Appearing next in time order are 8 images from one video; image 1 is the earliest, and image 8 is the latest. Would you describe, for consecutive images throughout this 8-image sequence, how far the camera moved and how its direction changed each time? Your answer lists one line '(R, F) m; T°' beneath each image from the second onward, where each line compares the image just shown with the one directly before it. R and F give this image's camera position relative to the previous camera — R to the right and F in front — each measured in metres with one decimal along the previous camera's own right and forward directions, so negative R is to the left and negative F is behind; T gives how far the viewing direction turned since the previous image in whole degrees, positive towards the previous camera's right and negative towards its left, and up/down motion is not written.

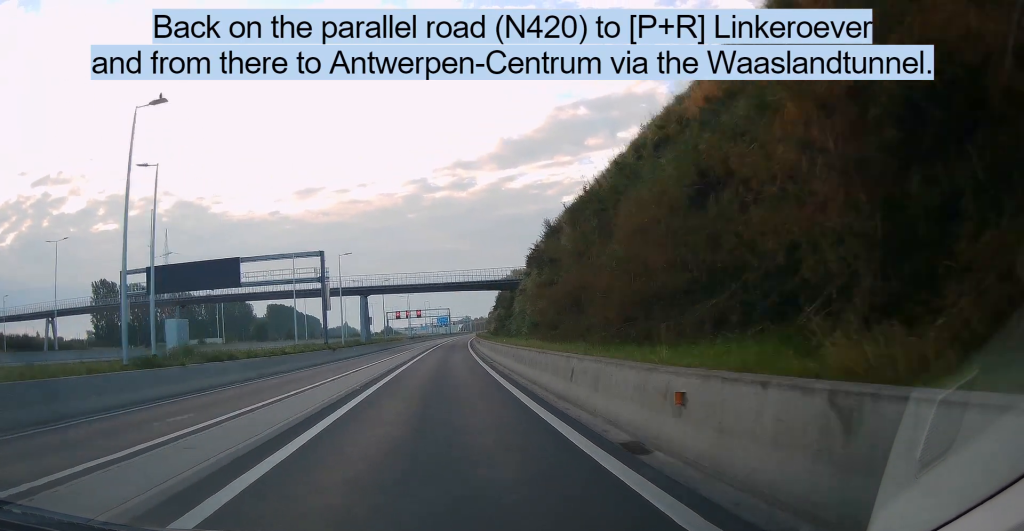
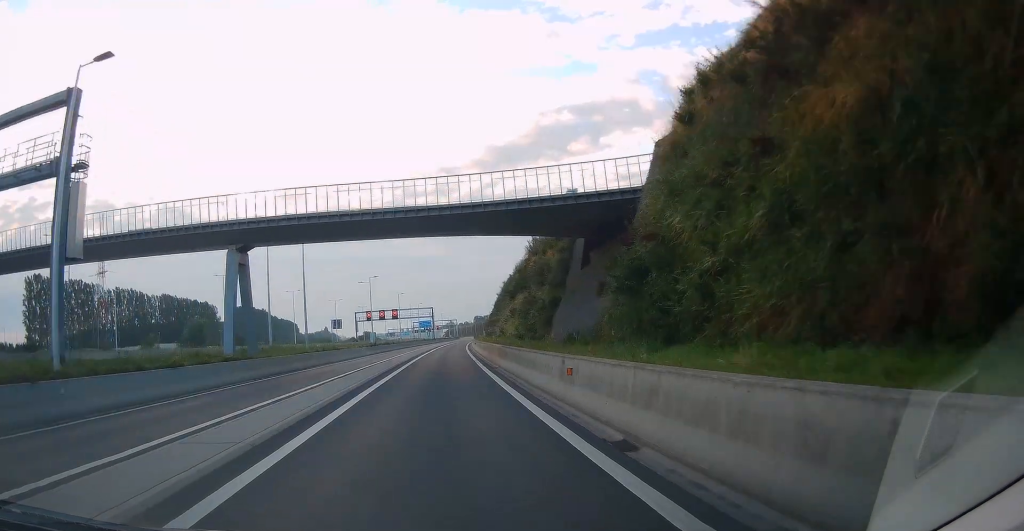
(+0.5, +43.8) m; +1°
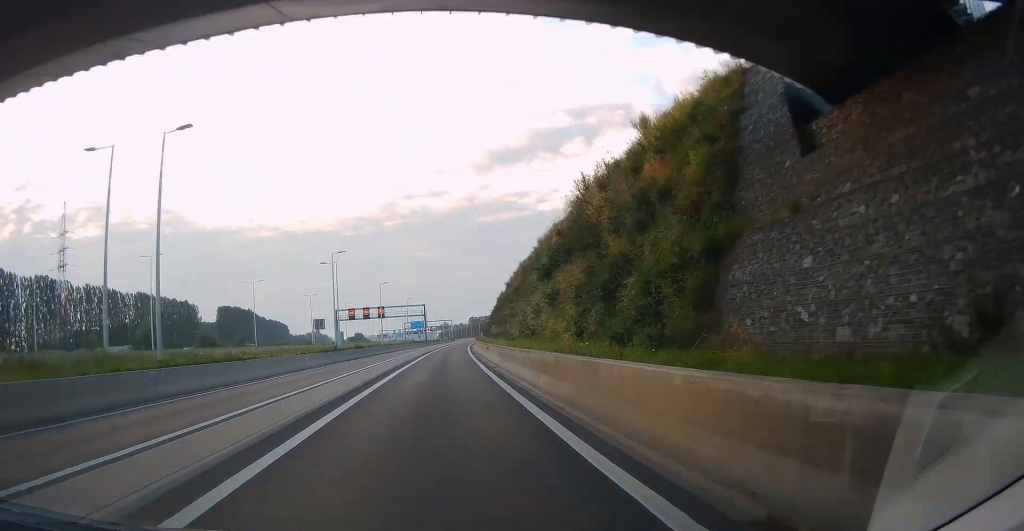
(0.0, +23.0) m; 0°
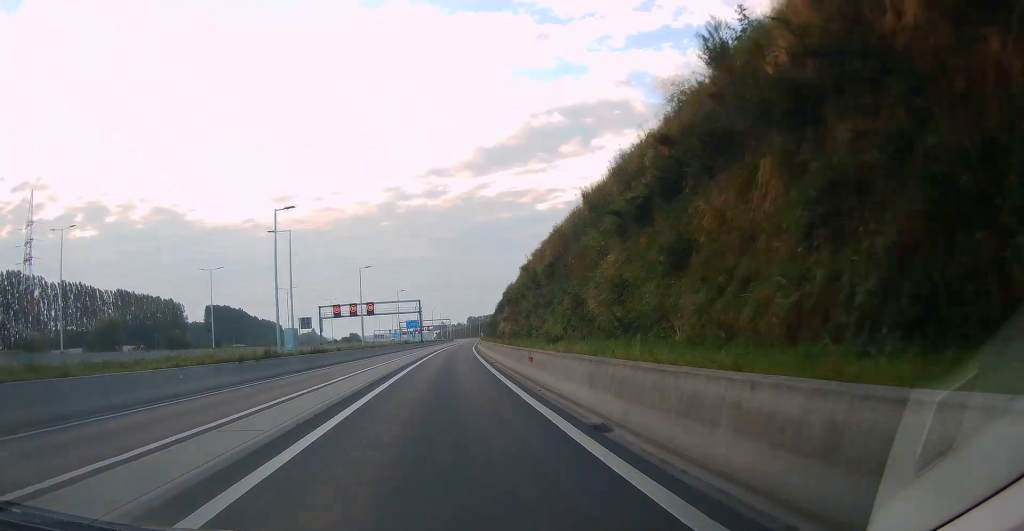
(0.0, +18.4) m; 0°
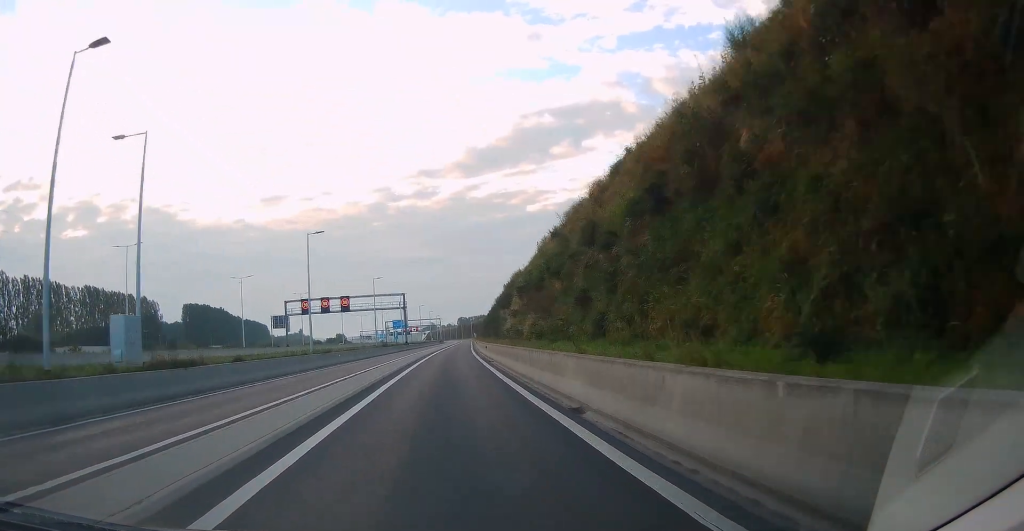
(0.0, +21.5) m; +1°
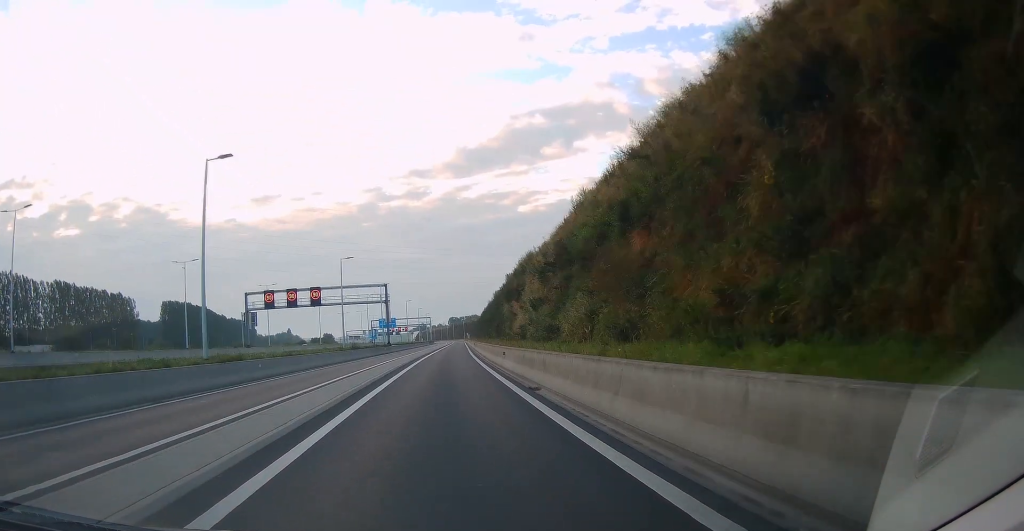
(0.0, +19.0) m; +1°
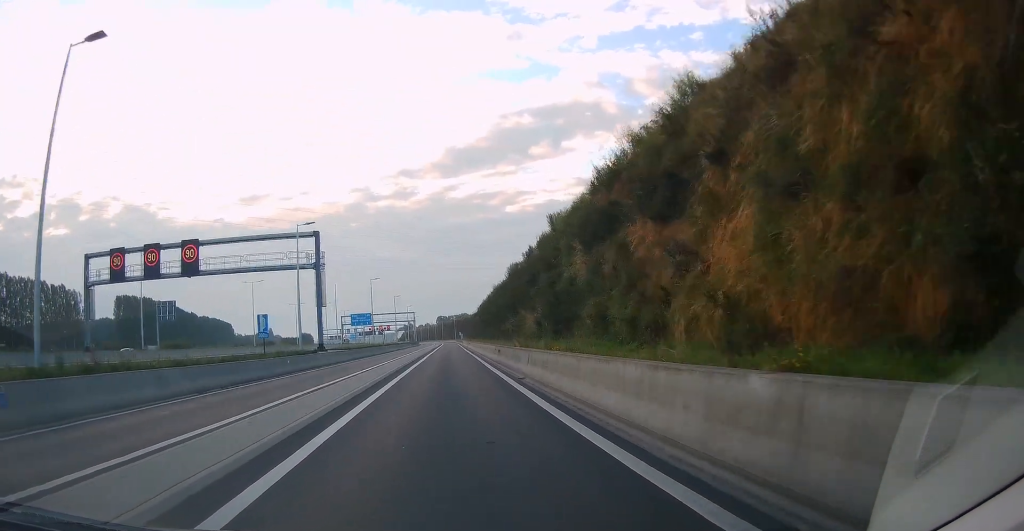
(+1.2, +48.1) m; +2°
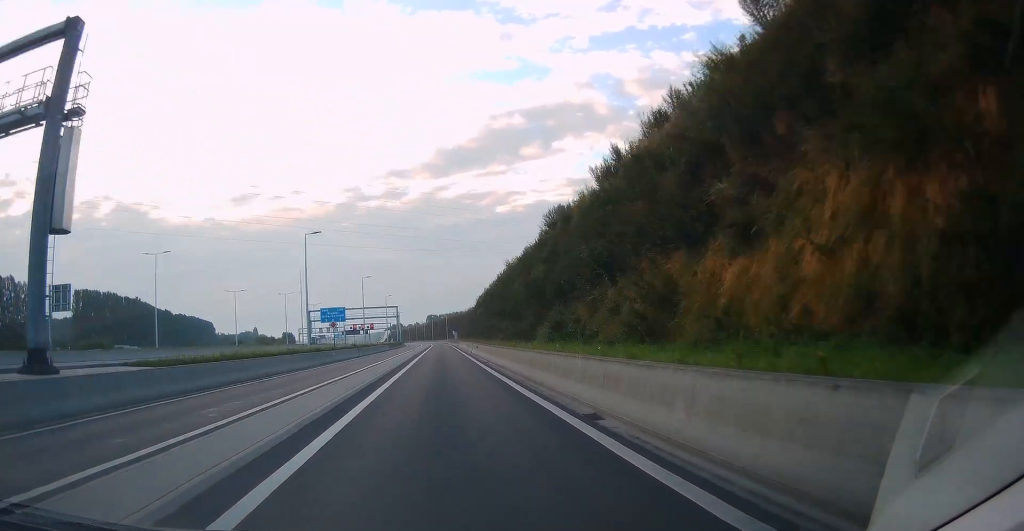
(+0.2, +34.2) m; +1°
